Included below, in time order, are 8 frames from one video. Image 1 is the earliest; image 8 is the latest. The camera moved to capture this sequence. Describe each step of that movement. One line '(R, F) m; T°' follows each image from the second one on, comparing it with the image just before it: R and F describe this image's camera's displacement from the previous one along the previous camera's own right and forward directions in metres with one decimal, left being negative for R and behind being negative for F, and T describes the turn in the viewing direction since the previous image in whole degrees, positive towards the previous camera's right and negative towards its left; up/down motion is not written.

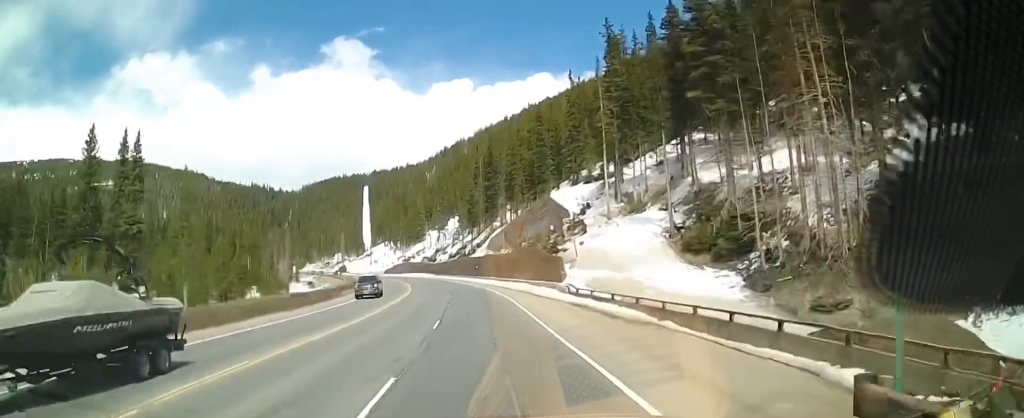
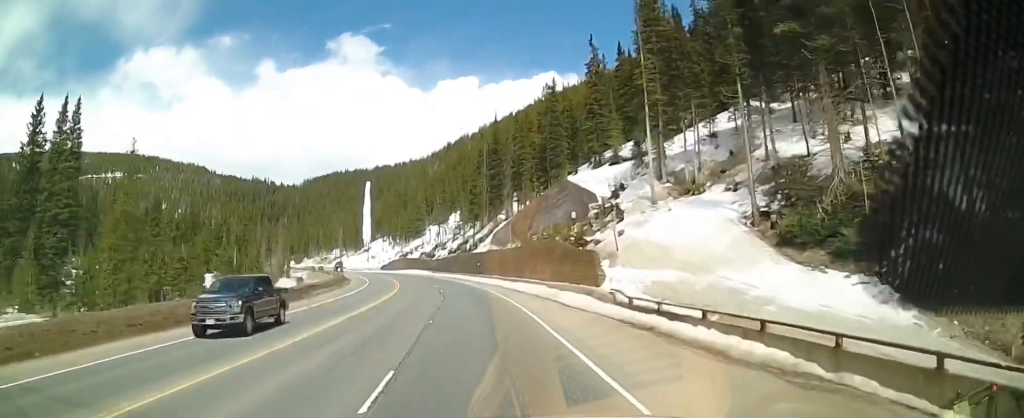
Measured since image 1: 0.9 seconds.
(-0.3, +11.8) m; -1°
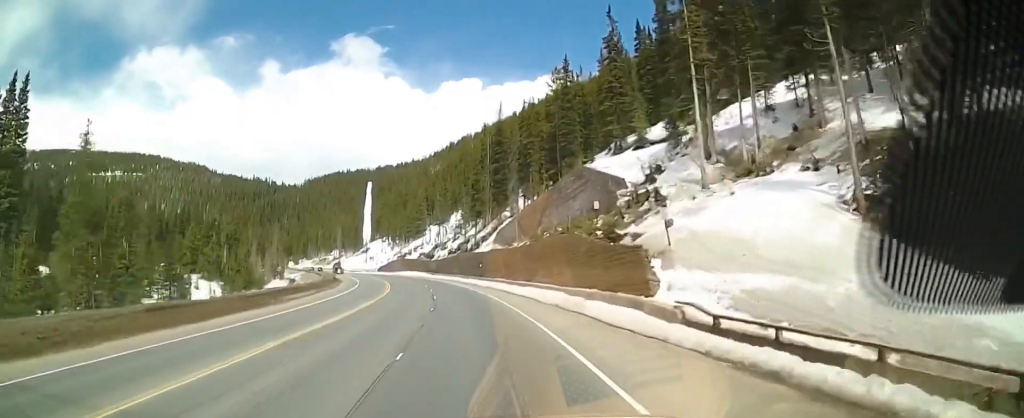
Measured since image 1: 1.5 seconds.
(0.0, +8.1) m; 0°
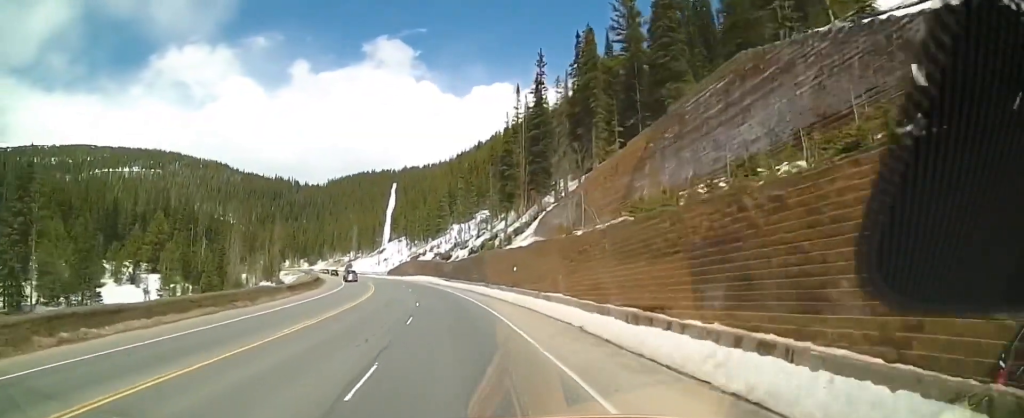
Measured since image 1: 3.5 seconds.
(+0.4, +27.4) m; 0°
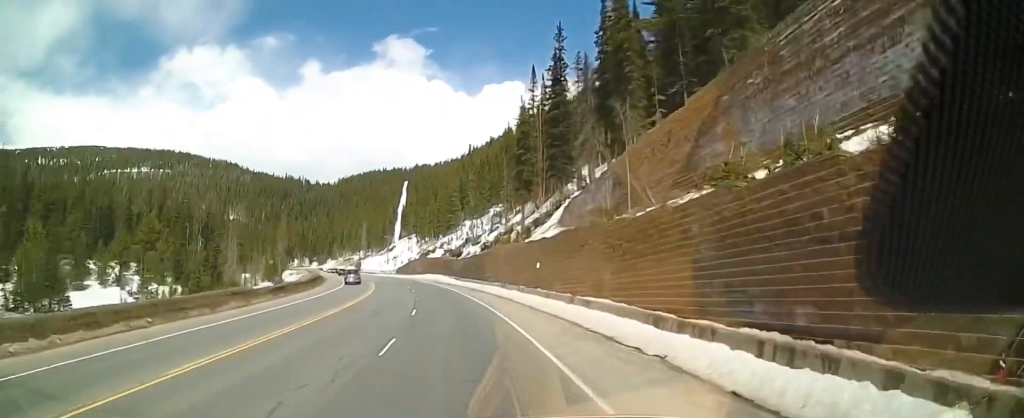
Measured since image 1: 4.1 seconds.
(-0.1, +8.1) m; -2°
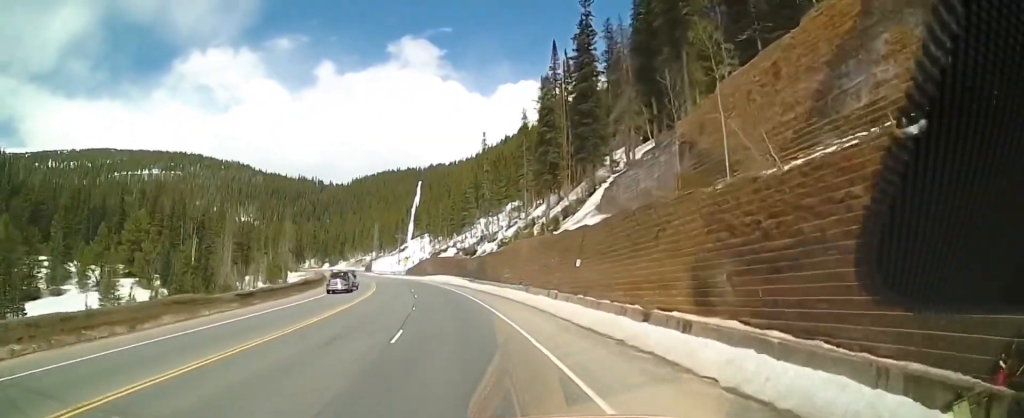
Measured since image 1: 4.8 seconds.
(-0.2, +9.5) m; -1°
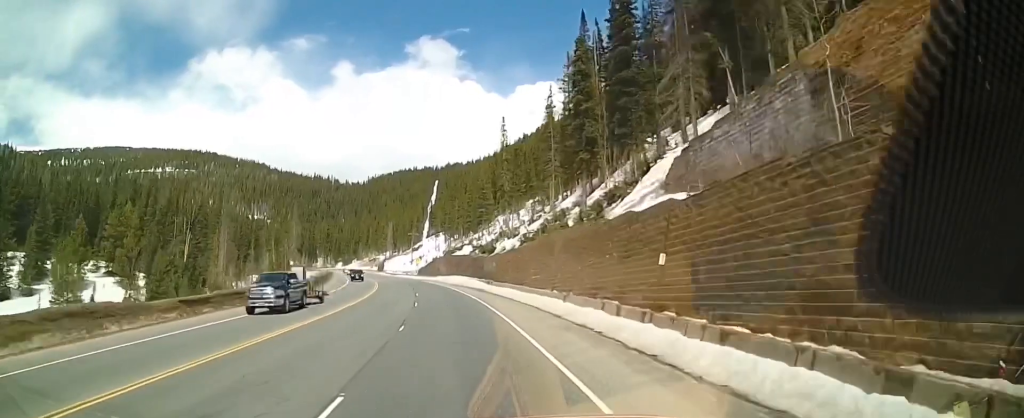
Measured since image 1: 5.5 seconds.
(-0.1, +9.9) m; -1°
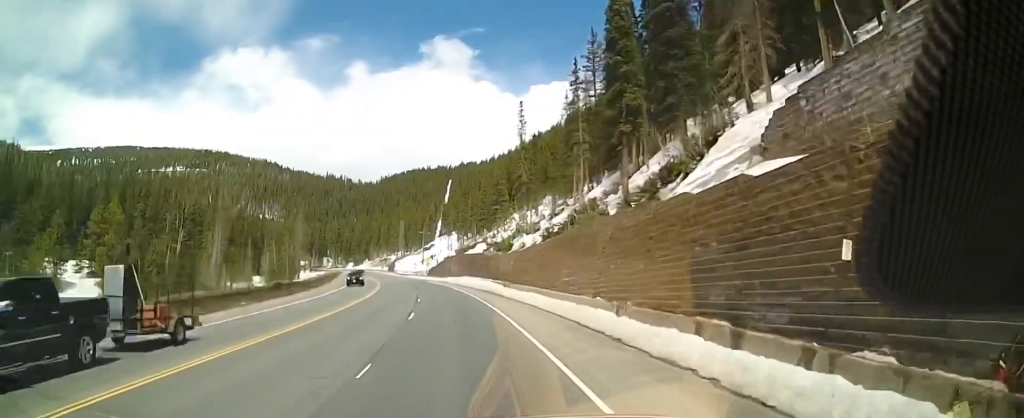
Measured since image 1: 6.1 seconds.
(0.0, +8.0) m; -1°
